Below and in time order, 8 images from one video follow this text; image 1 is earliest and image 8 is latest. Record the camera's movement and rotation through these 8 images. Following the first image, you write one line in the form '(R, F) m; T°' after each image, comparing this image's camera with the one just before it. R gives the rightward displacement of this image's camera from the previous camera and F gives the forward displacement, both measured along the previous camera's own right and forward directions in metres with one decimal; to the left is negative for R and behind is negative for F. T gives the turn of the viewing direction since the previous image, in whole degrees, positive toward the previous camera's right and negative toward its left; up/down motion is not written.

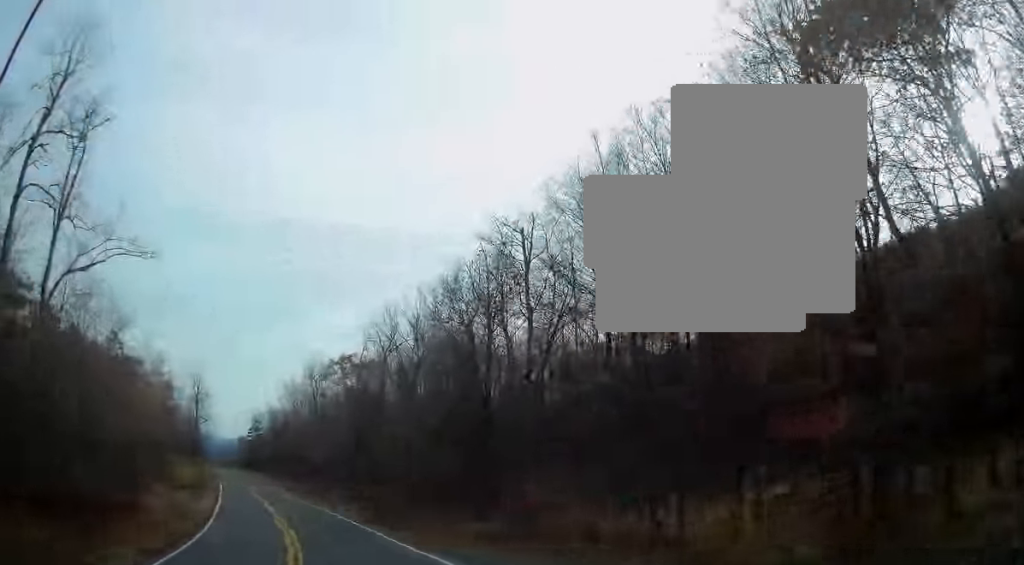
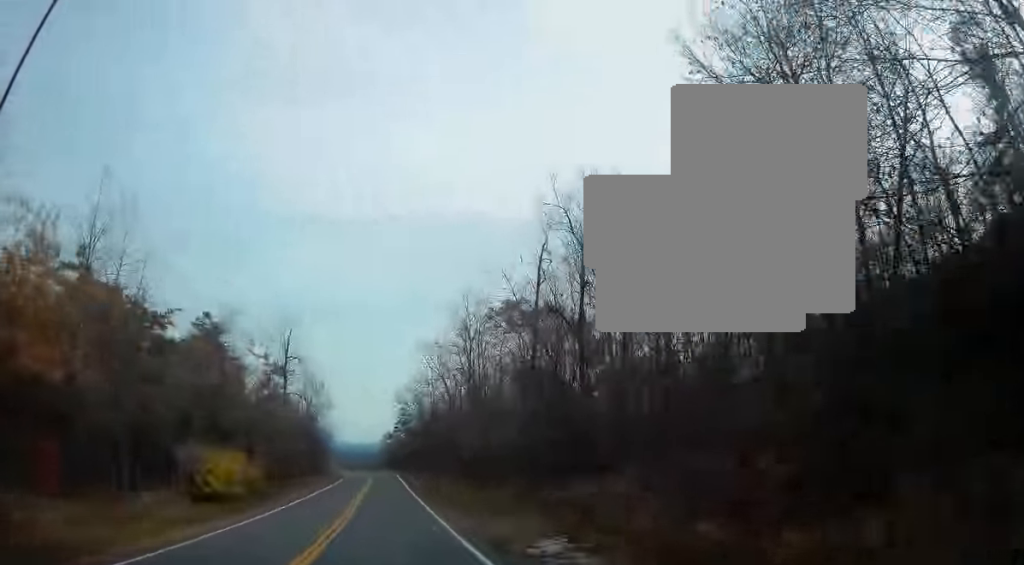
(-3.1, +24.1) m; -16°
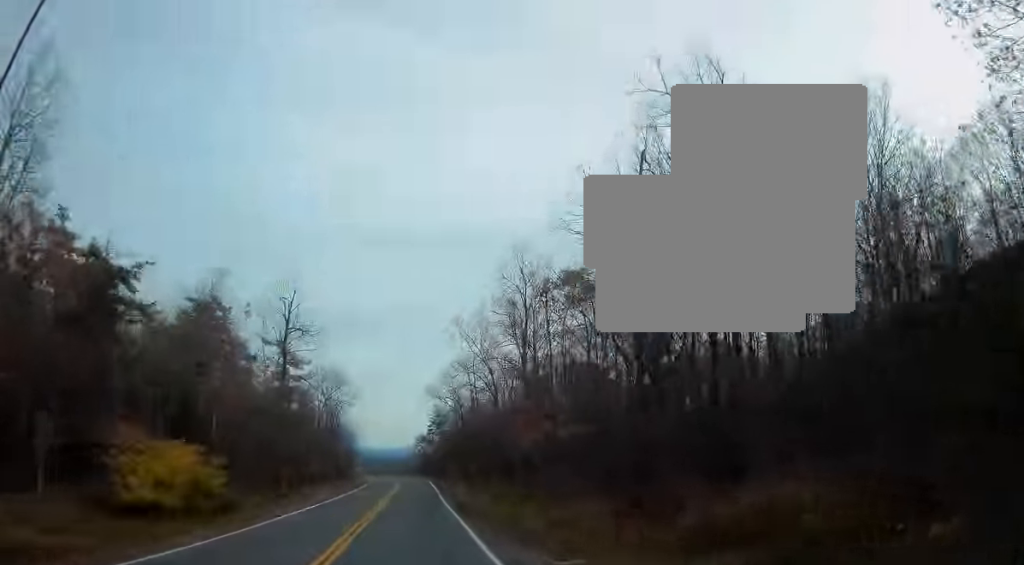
(-0.9, +11.5) m; -6°
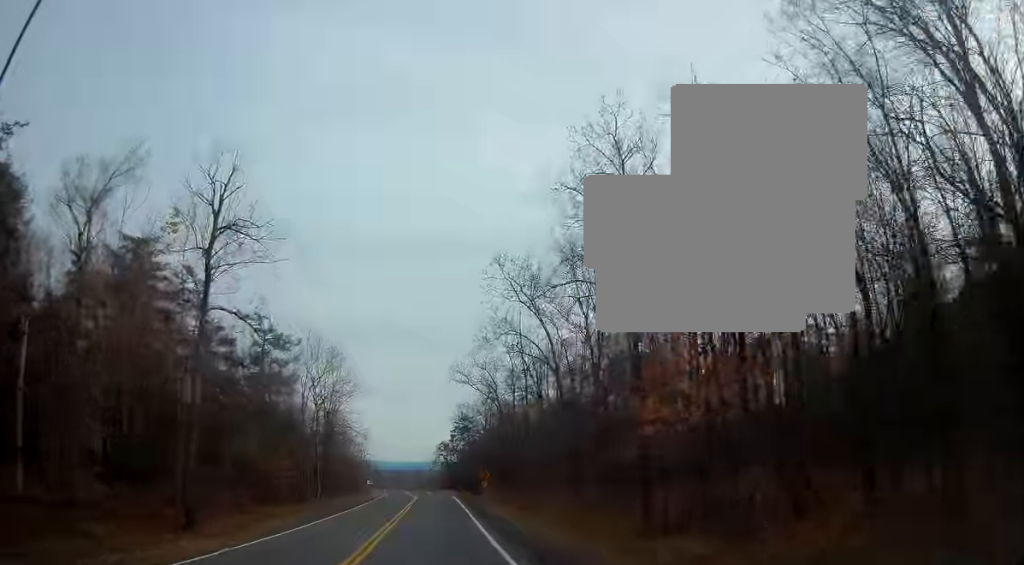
(-1.2, +17.7) m; -4°
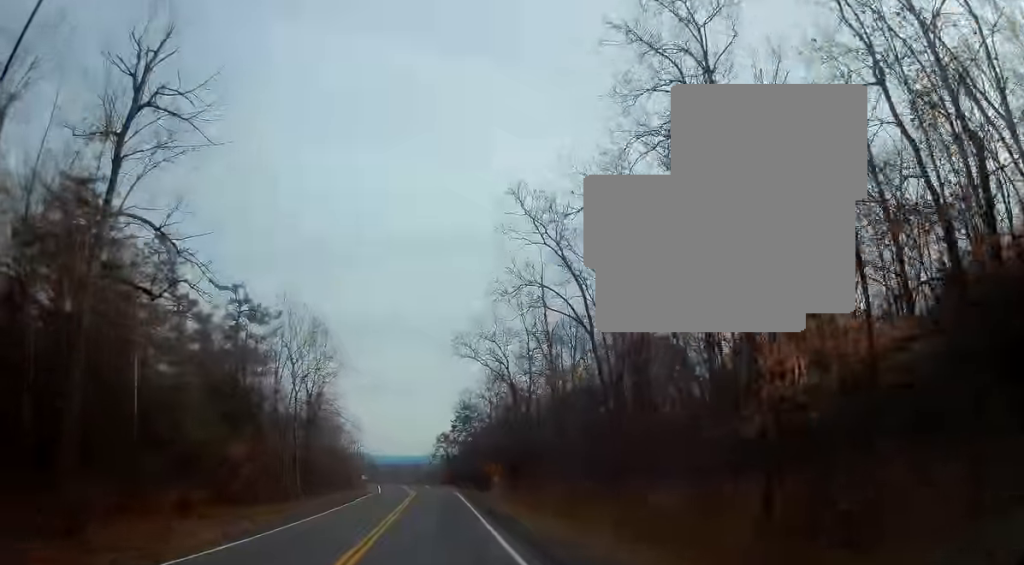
(-0.1, +8.2) m; 0°
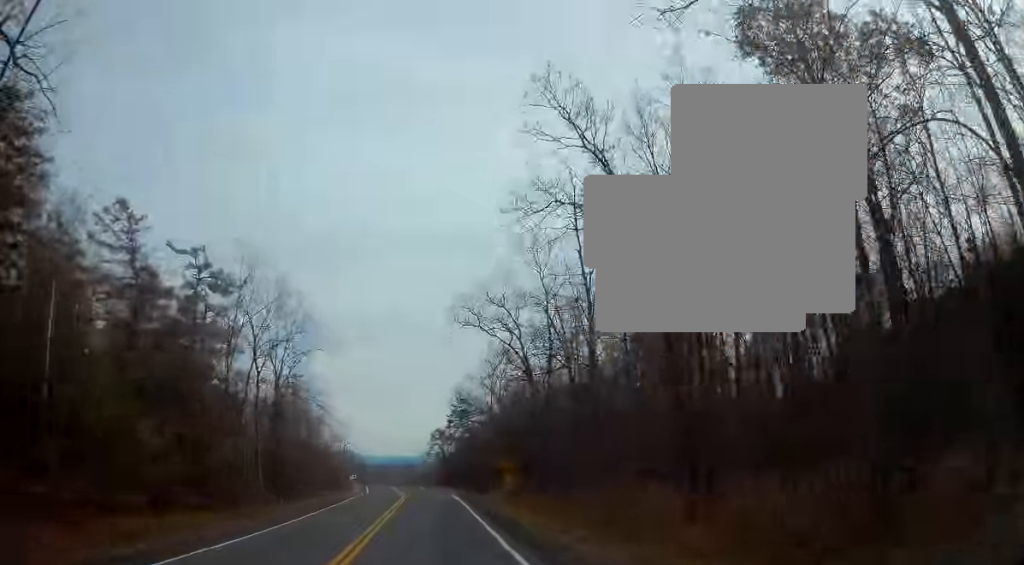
(+0.1, +8.6) m; 0°
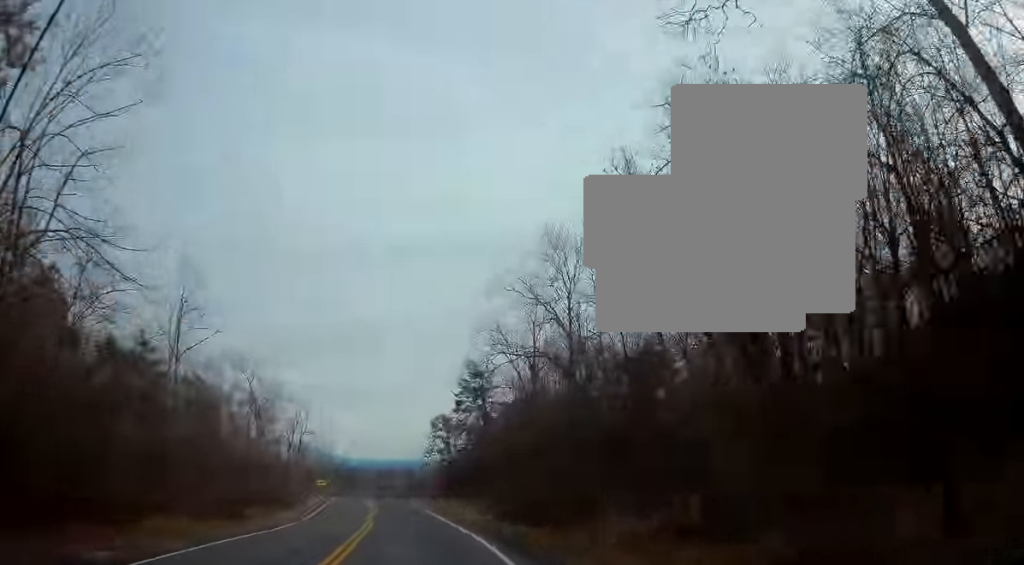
(-0.5, +28.8) m; -2°
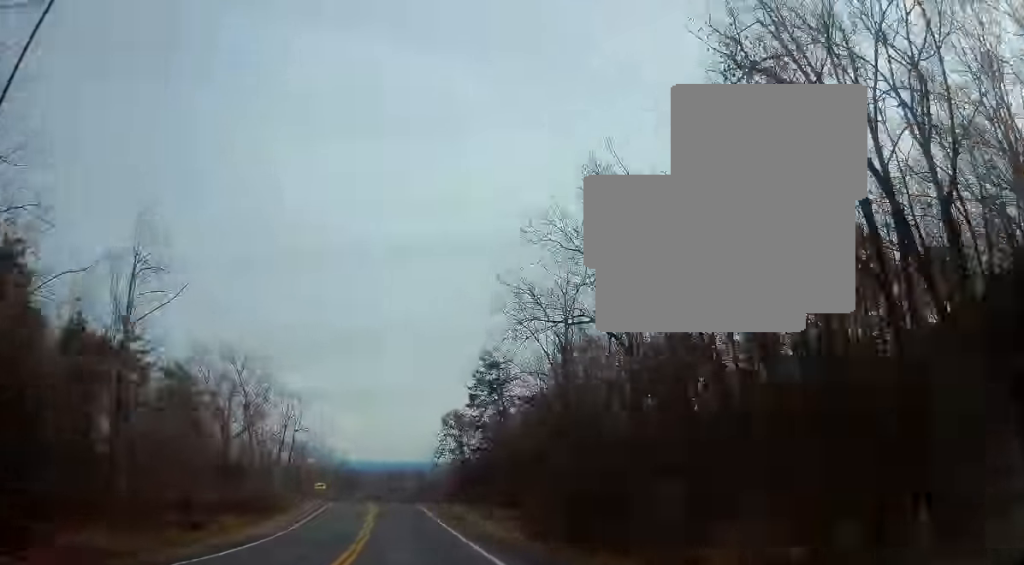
(0.0, +7.2) m; 0°
